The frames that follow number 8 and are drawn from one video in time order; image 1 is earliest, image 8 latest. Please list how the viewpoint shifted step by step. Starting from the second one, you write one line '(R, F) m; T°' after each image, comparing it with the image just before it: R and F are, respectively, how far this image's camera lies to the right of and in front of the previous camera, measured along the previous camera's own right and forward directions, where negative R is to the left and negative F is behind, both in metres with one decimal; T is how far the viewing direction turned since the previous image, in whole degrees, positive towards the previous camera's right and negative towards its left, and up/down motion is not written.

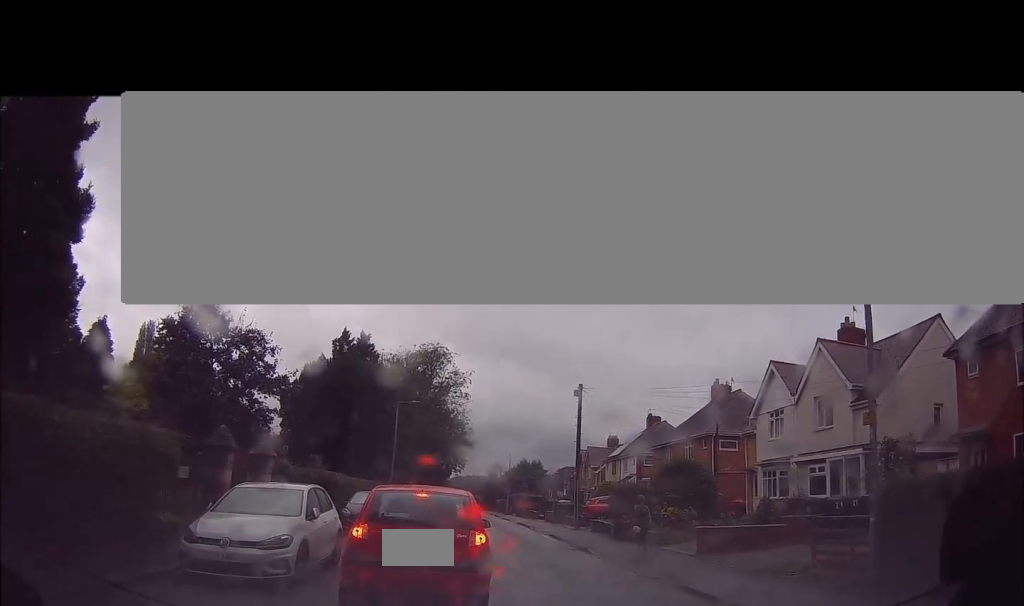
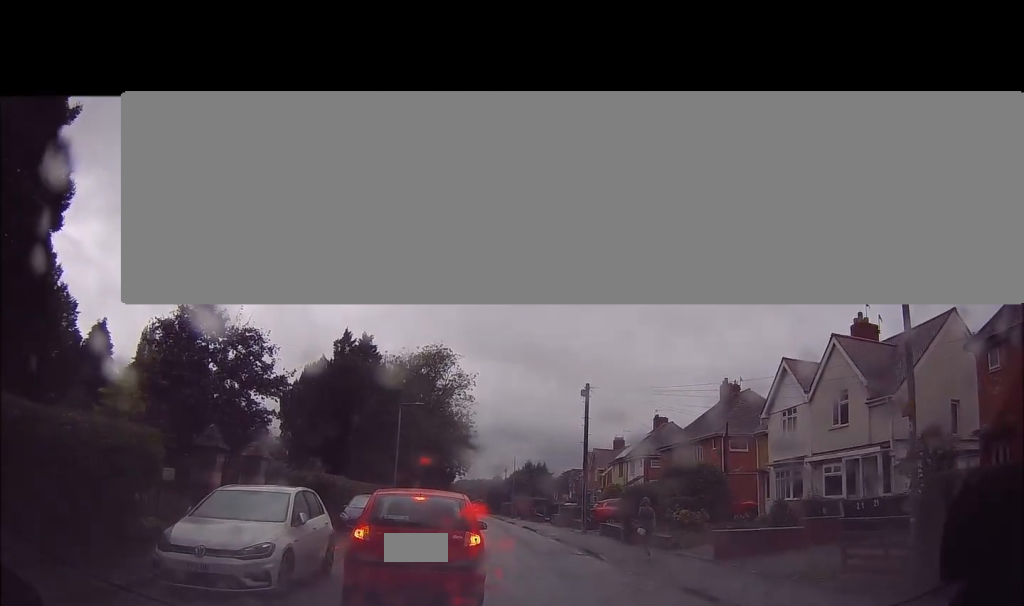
(-0.3, +1.0) m; -1°
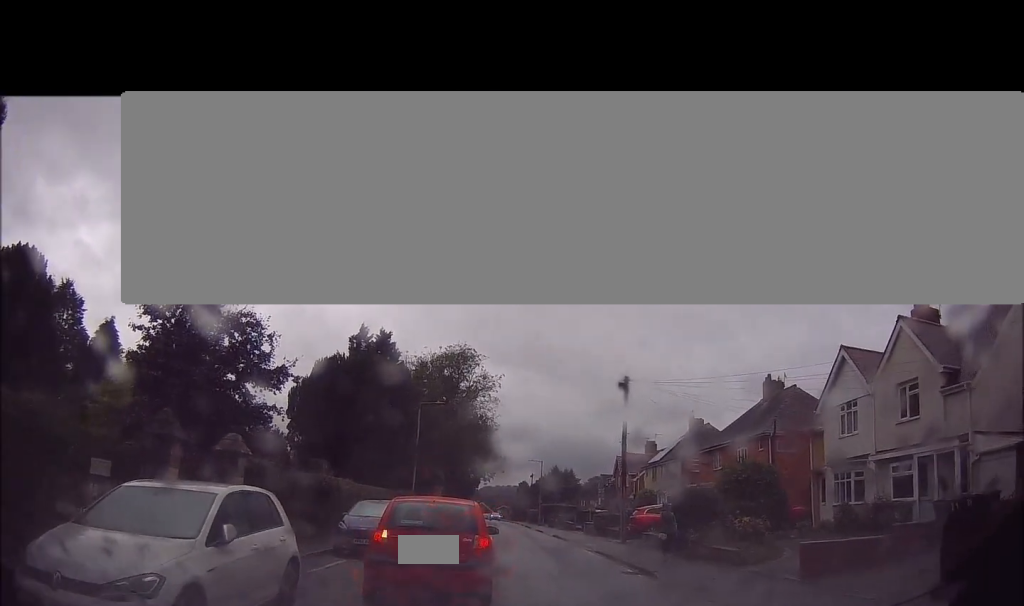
(+0.2, +3.7) m; +1°
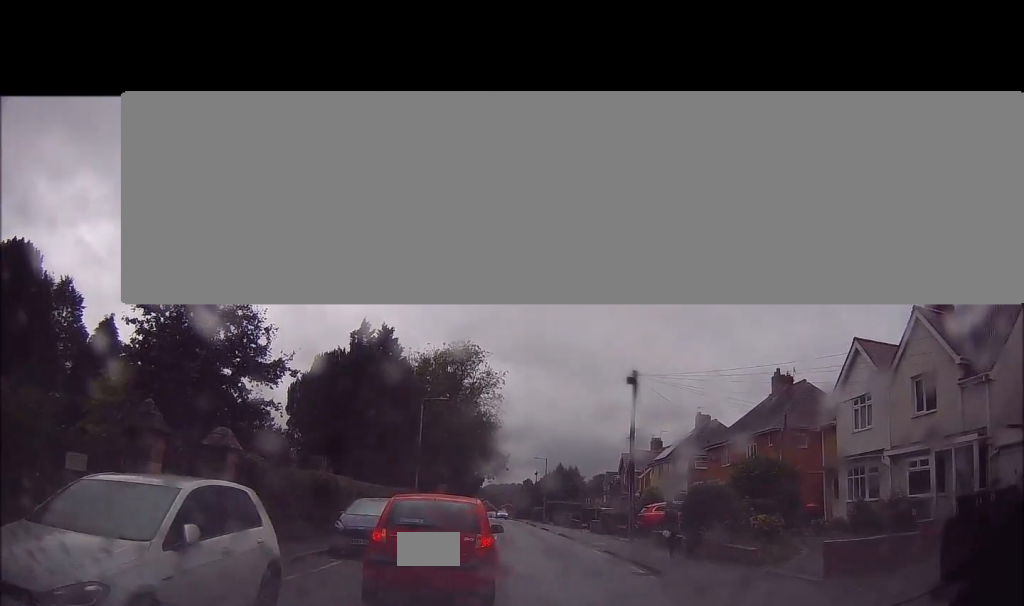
(+0.1, +0.8) m; +2°
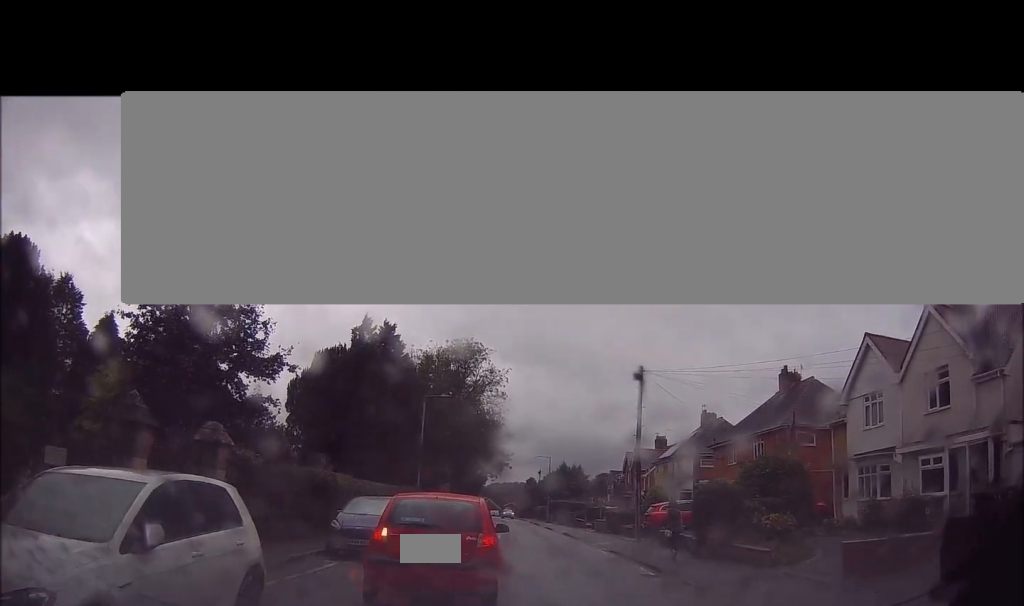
(+0.1, +0.7) m; +1°
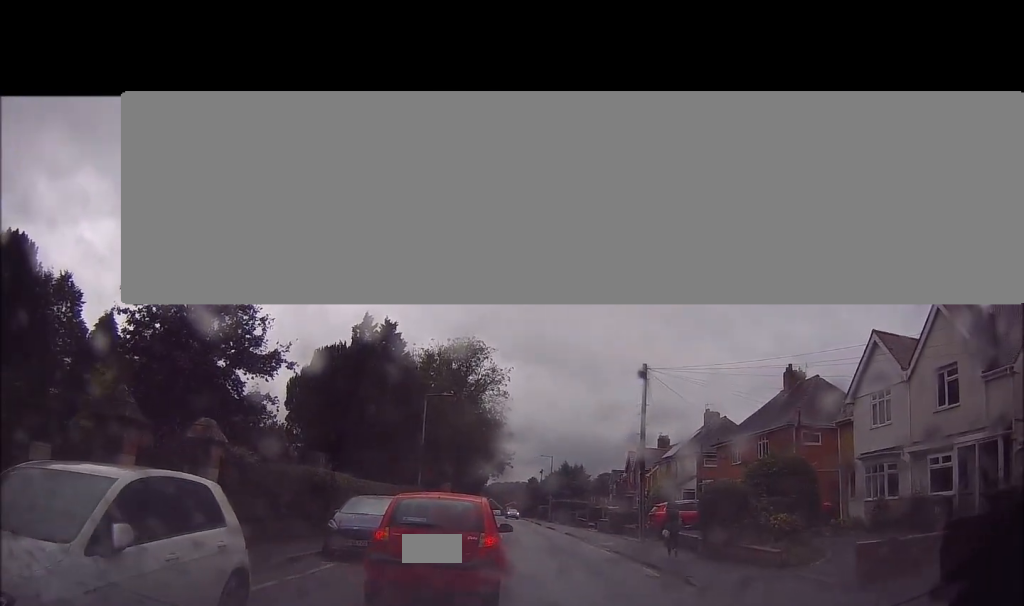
(-0.1, +0.4) m; 0°
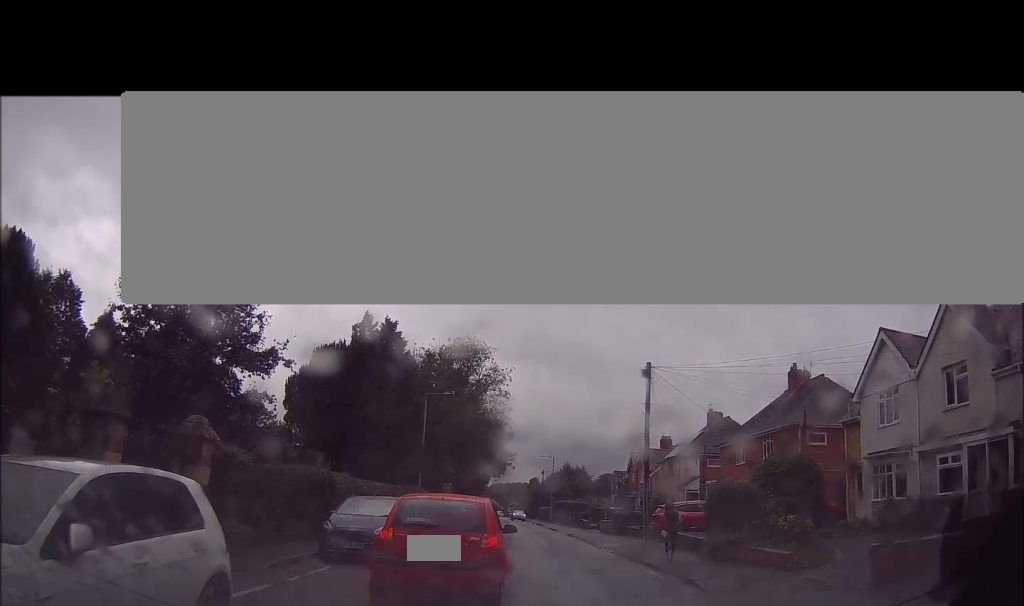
(-0.1, +0.6) m; 0°
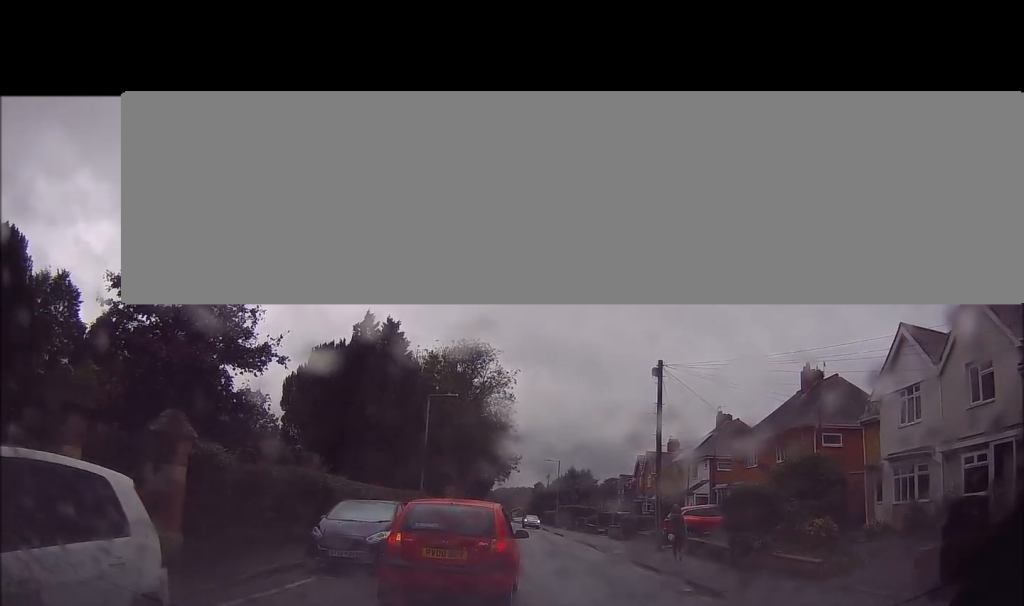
(-0.3, +1.7) m; +4°
